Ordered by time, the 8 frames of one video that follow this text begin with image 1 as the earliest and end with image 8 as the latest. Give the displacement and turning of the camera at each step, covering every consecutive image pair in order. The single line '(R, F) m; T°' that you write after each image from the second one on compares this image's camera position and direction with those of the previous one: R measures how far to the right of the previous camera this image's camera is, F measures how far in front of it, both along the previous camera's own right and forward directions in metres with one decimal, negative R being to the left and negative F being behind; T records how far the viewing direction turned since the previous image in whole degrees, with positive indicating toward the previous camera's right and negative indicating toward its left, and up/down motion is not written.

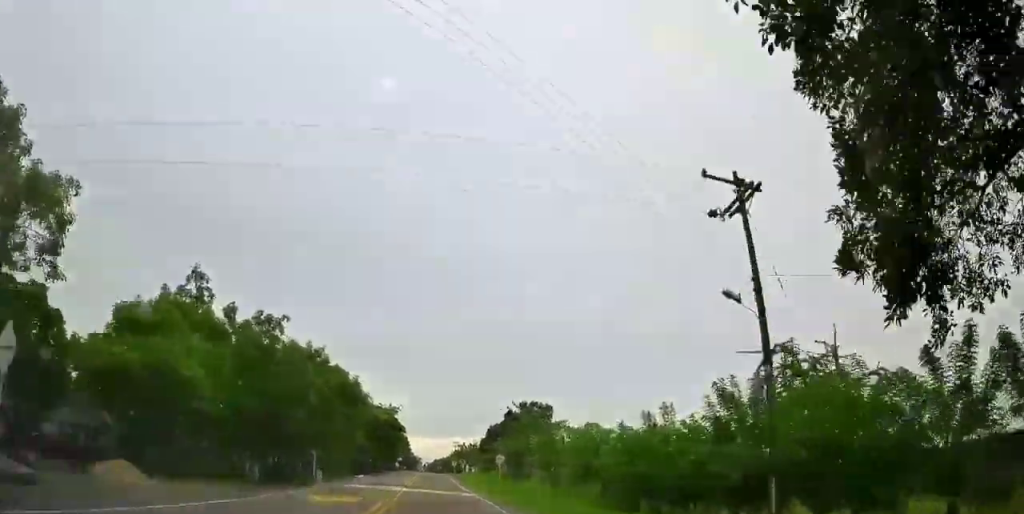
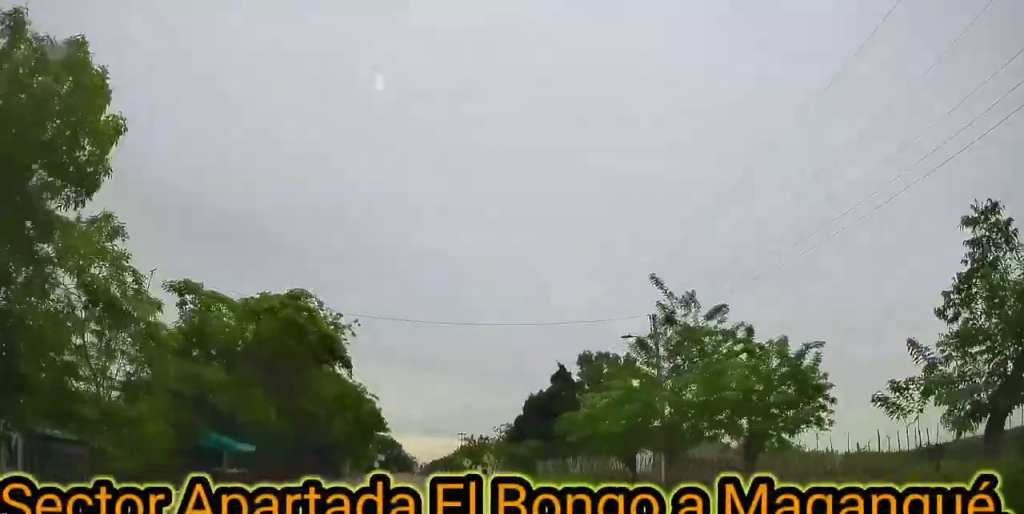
(-0.1, +43.6) m; -1°
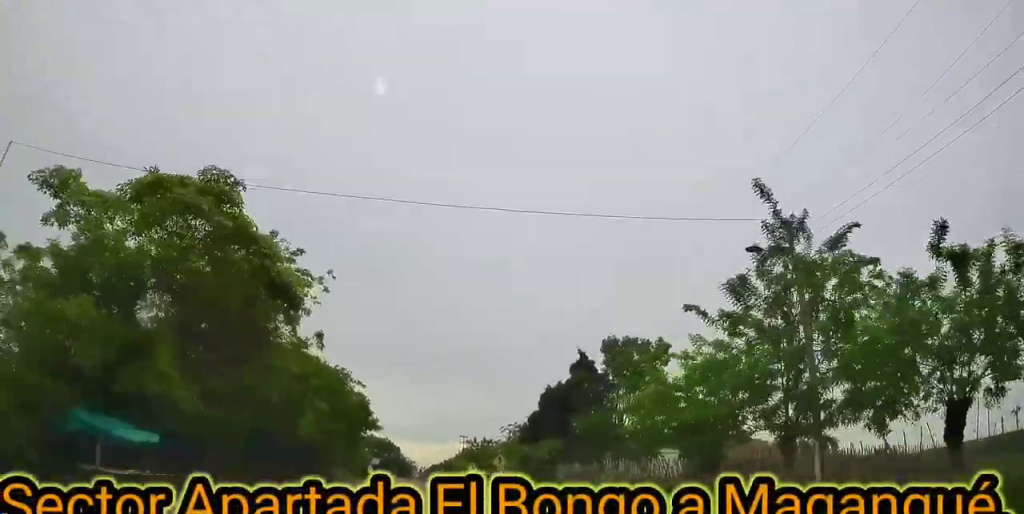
(-0.1, +8.8) m; 0°
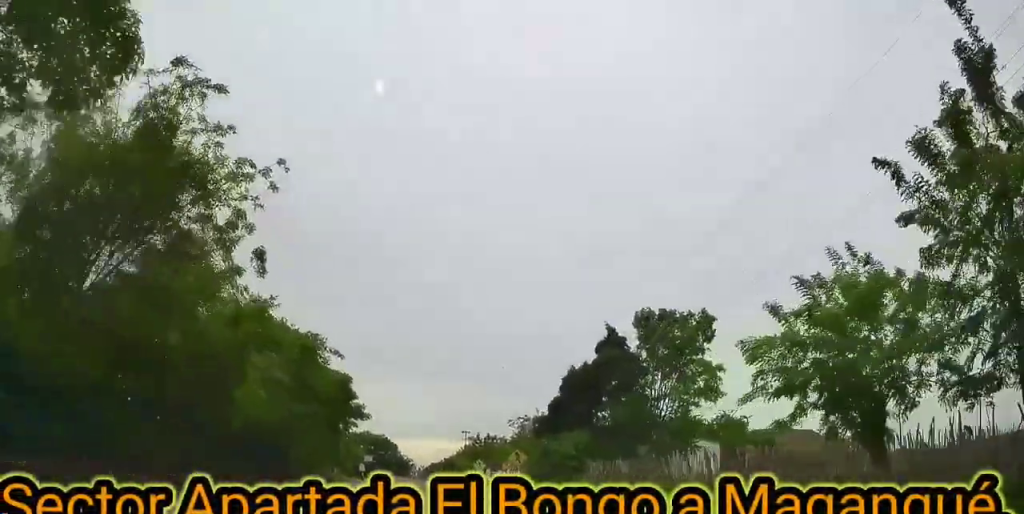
(0.0, +8.7) m; +1°
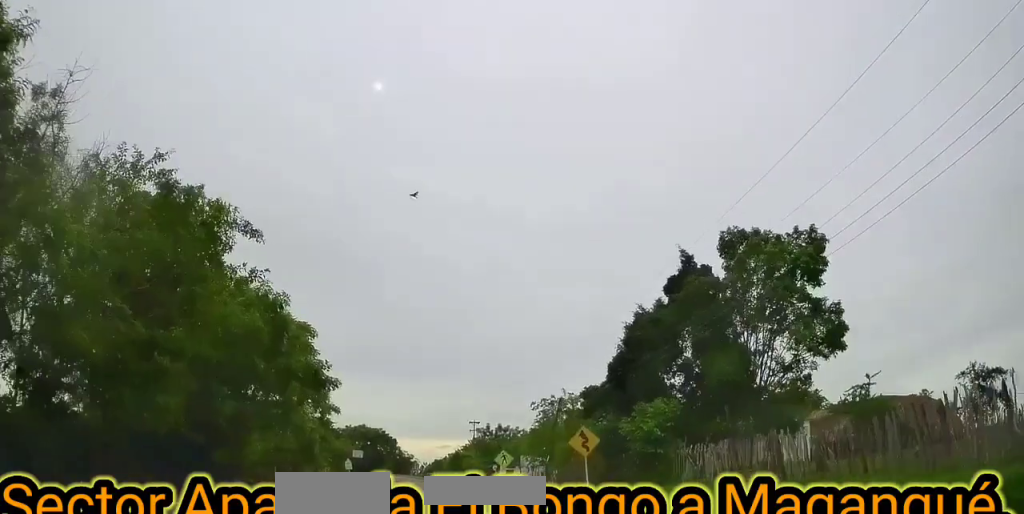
(+0.1, +14.0) m; +1°
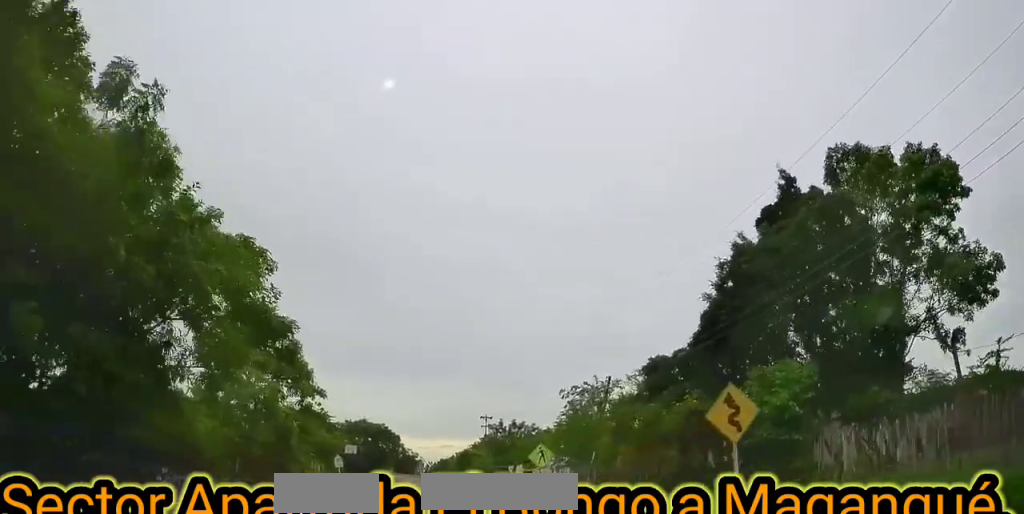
(+0.1, +9.3) m; +1°
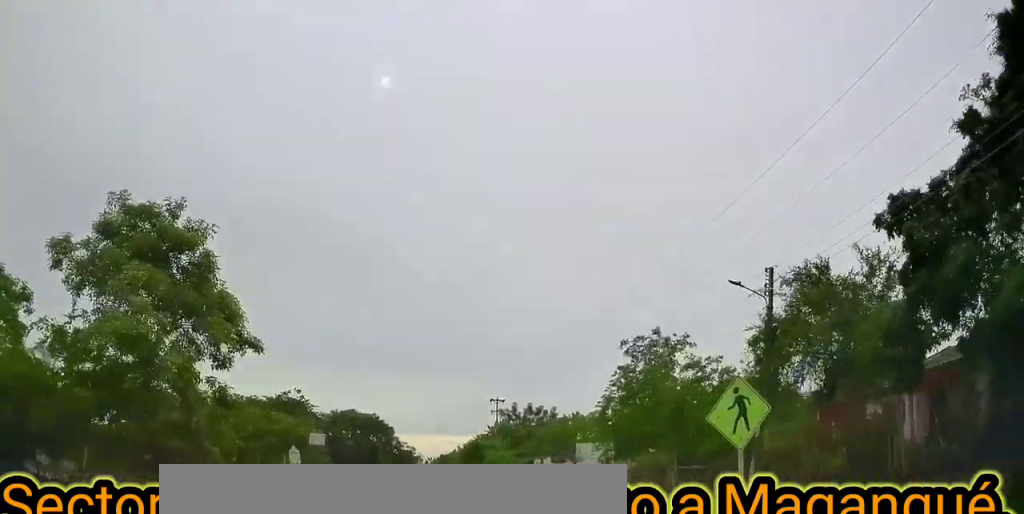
(+0.1, +15.0) m; -2°
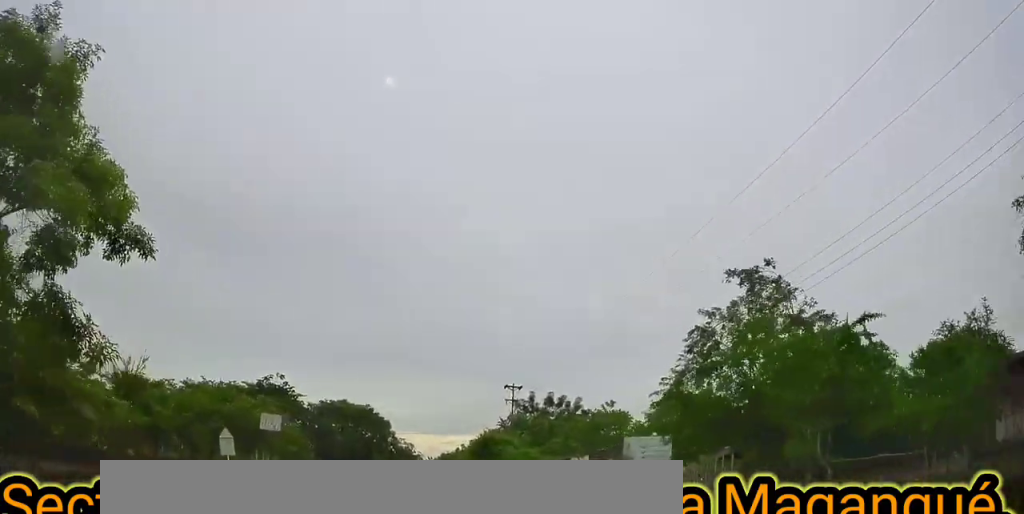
(-0.4, +11.1) m; -1°
